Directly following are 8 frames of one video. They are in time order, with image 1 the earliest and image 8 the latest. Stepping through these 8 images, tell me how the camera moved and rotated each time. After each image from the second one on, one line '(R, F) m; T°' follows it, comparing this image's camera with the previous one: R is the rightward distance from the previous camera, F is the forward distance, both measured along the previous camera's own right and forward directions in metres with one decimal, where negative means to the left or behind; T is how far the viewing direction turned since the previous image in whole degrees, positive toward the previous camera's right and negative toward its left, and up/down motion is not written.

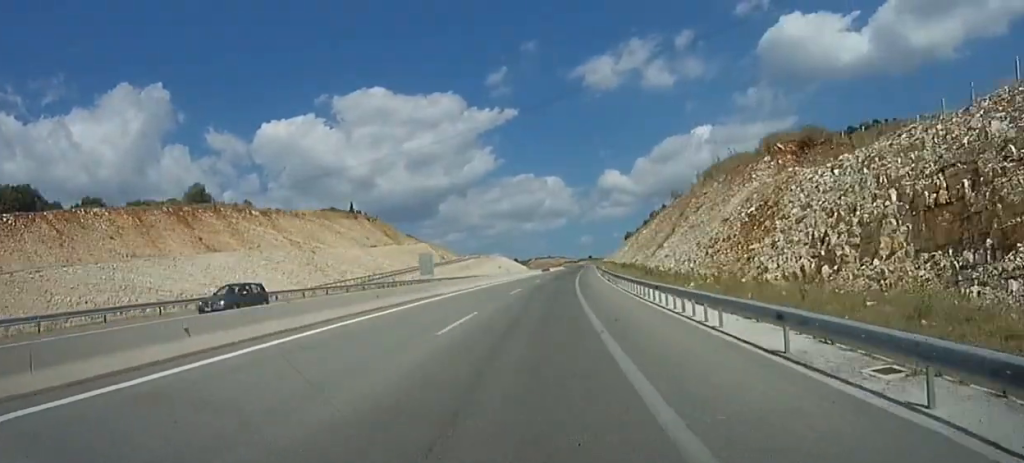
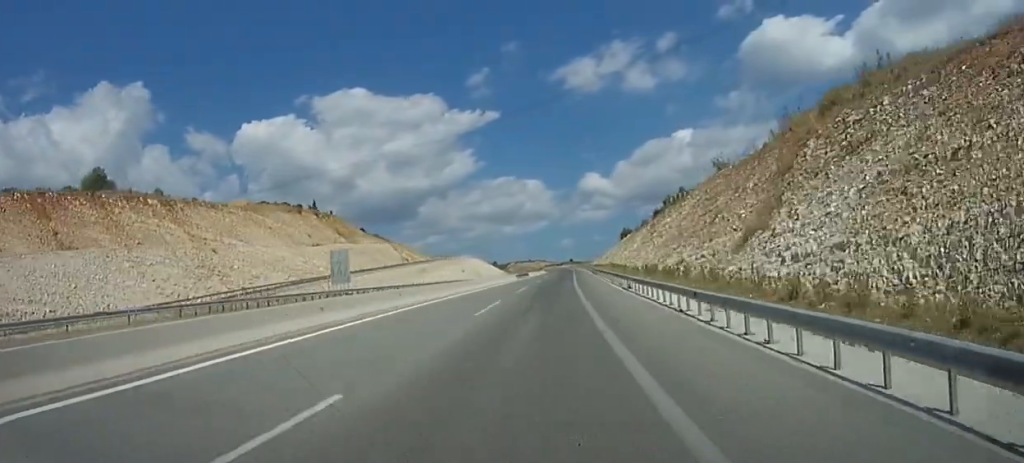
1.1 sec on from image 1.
(+0.1, +29.7) m; +1°
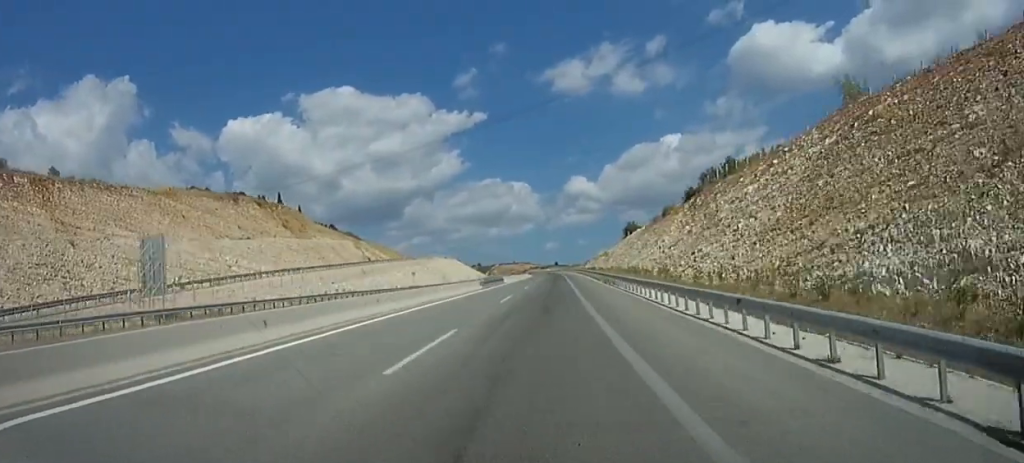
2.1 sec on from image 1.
(-0.6, +27.5) m; +1°
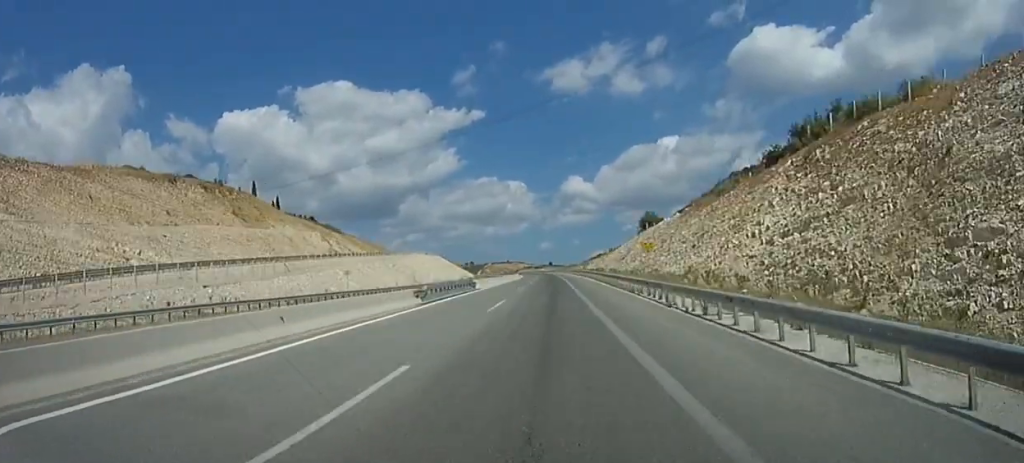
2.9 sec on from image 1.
(+0.9, +23.0) m; +1°
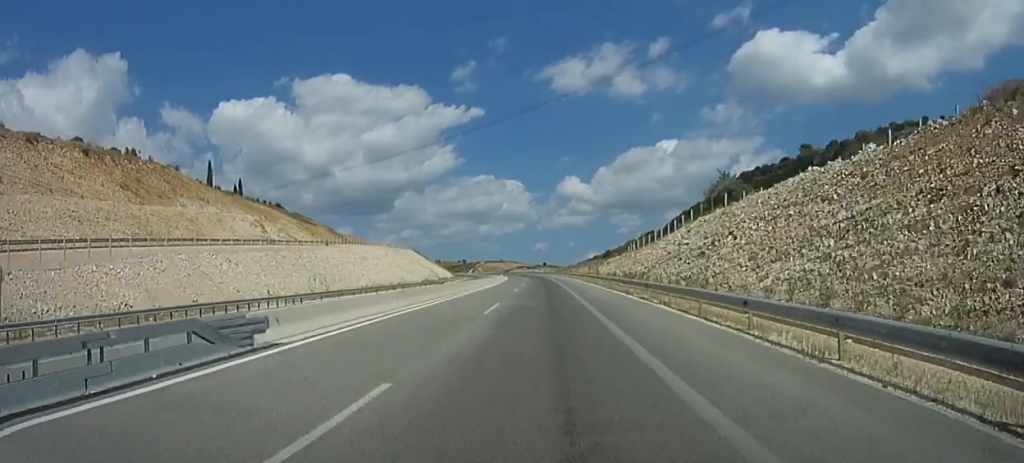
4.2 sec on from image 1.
(+1.1, +36.7) m; +1°
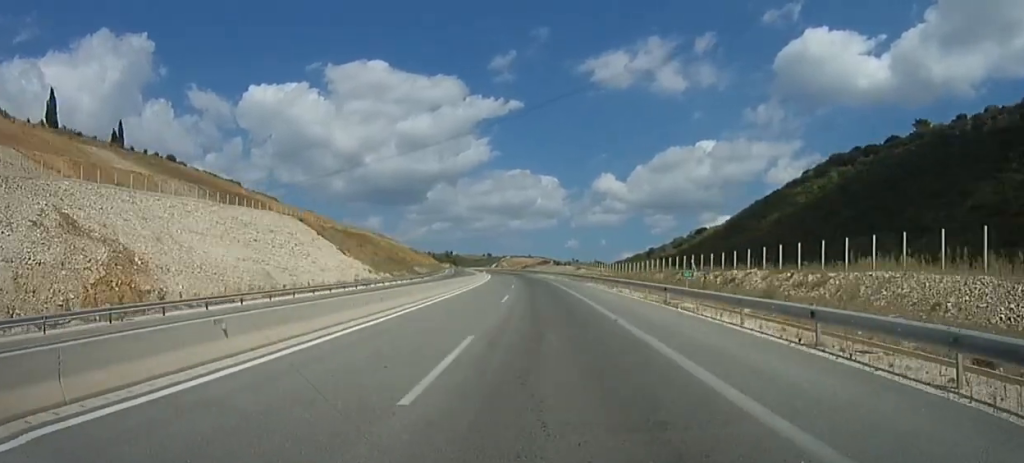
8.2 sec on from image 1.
(-2.4, +109.9) m; -3°
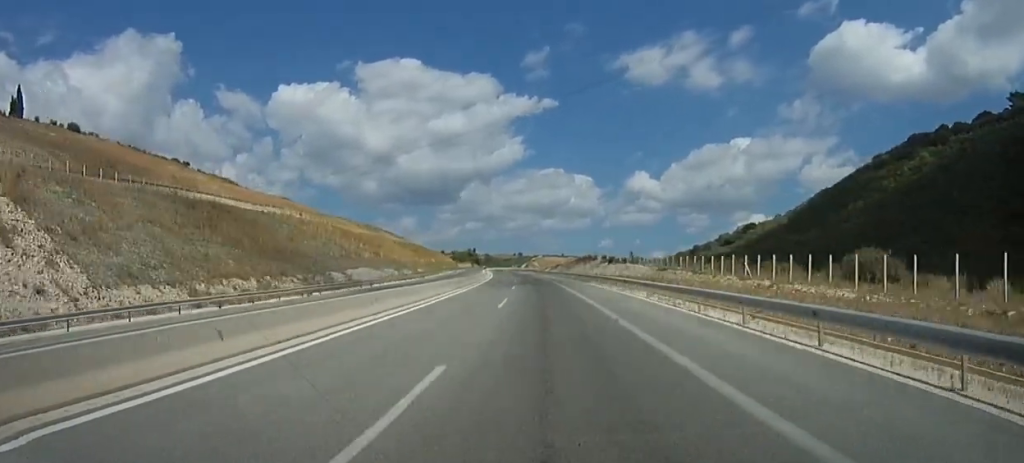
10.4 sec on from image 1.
(-1.5, +59.4) m; -3°
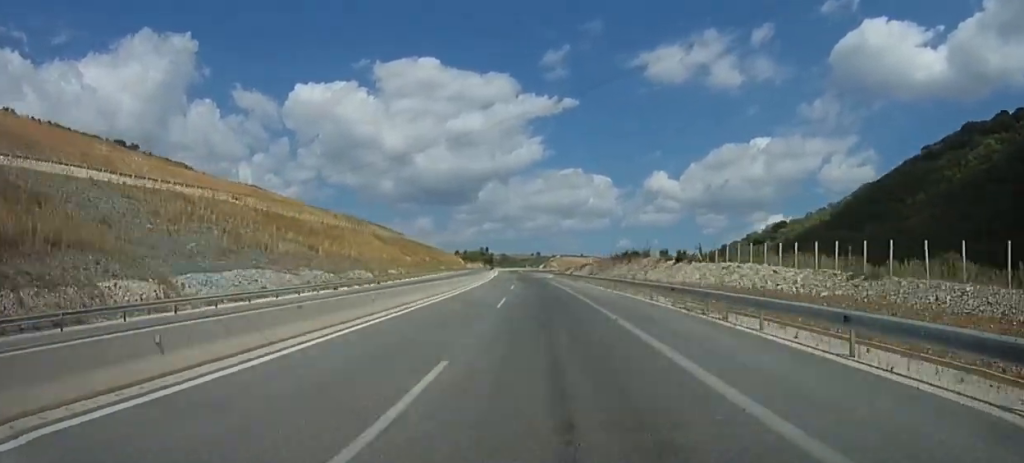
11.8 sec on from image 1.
(-0.4, +36.9) m; -2°
